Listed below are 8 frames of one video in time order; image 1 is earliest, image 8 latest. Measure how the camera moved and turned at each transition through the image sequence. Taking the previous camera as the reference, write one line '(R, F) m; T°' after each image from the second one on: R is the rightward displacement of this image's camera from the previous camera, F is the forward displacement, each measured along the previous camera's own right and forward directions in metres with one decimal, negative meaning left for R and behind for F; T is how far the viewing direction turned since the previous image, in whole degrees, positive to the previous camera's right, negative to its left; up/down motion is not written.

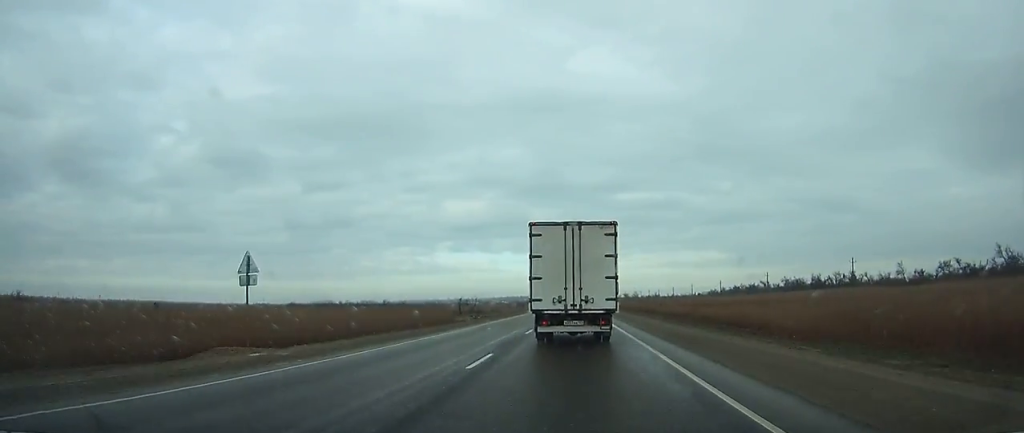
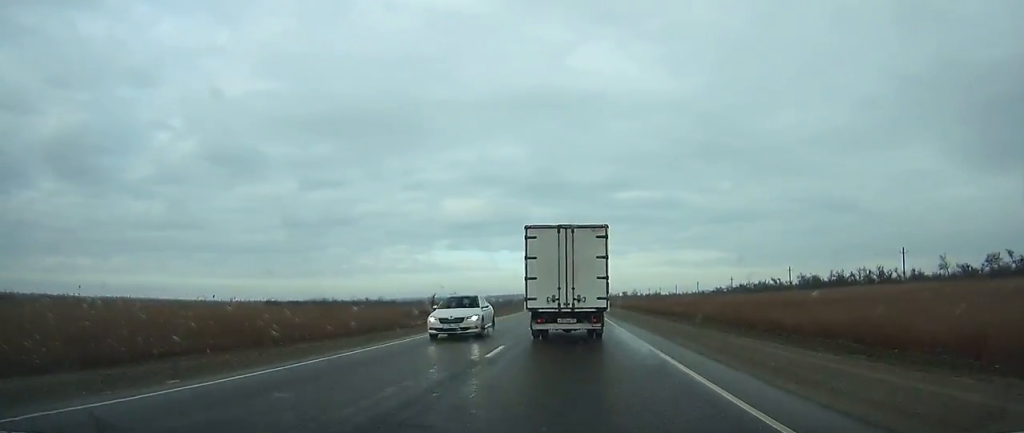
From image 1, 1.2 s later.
(0.0, +21.8) m; 0°
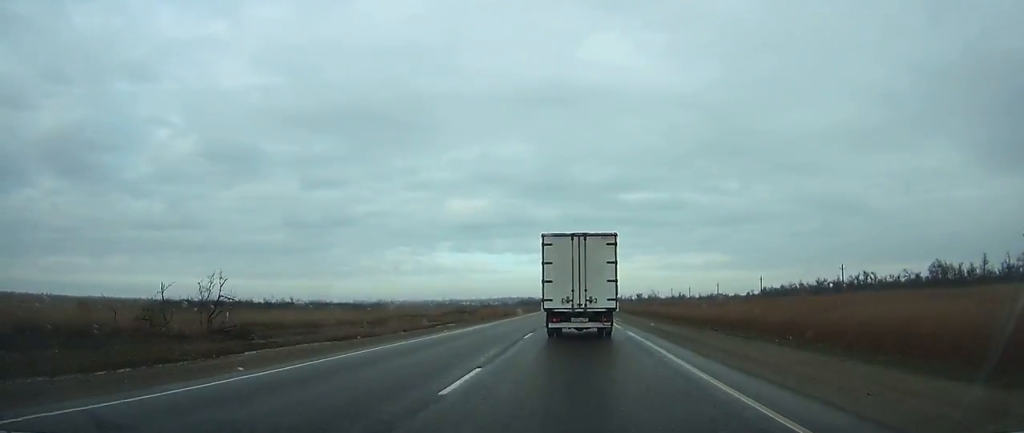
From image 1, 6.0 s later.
(-0.3, +87.9) m; 0°
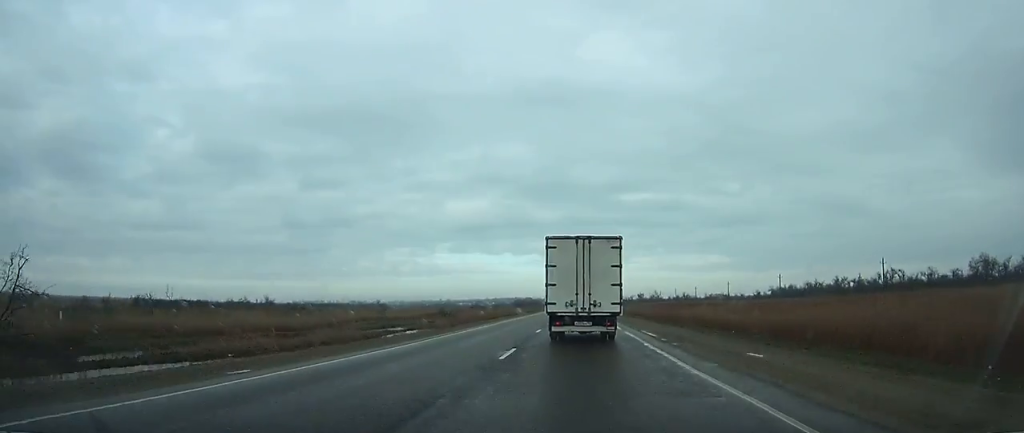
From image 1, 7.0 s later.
(+0.1, +18.3) m; 0°
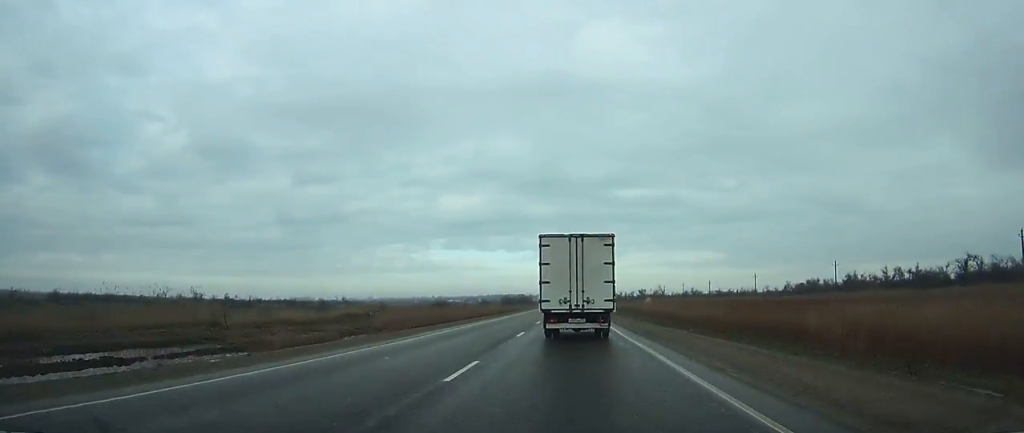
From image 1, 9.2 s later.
(+0.2, +40.4) m; 0°
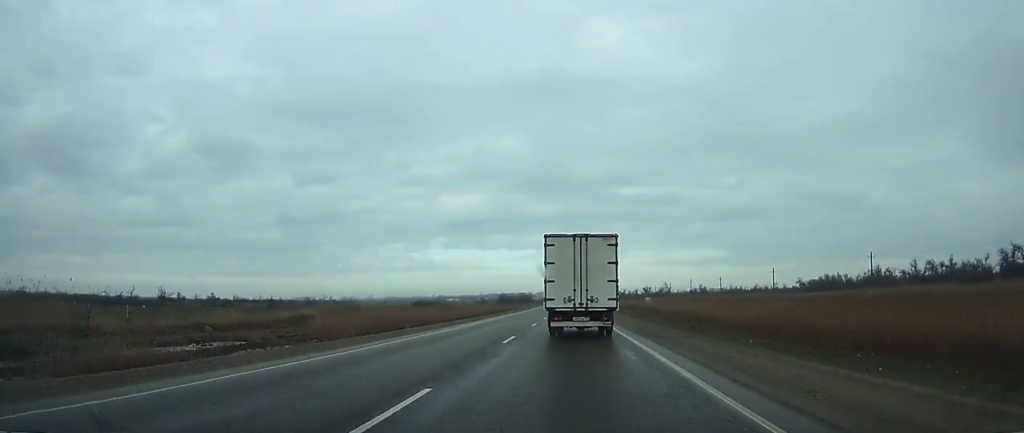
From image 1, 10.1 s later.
(0.0, +15.9) m; 0°
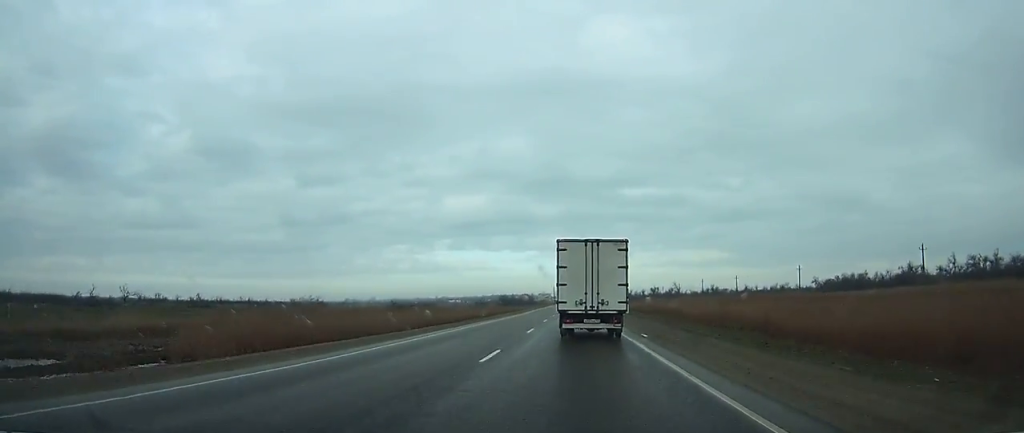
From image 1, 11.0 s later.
(-0.1, +17.2) m; 0°
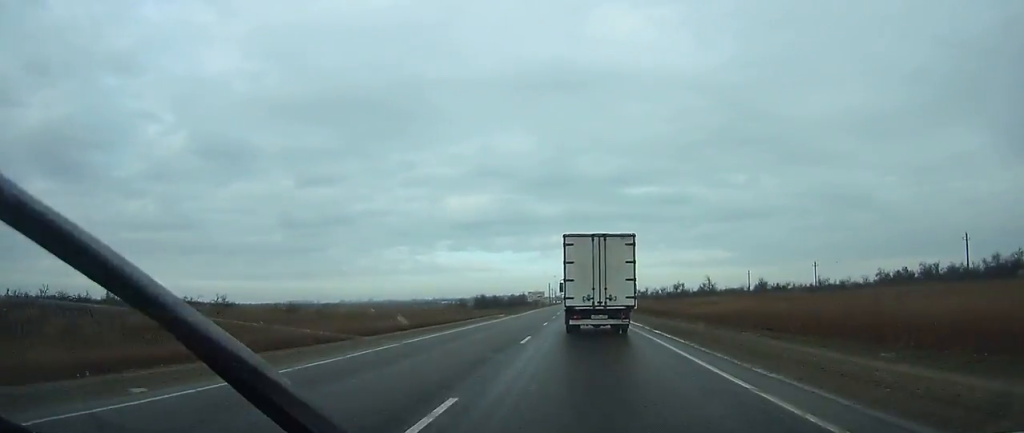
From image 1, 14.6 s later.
(-0.3, +66.9) m; 0°
